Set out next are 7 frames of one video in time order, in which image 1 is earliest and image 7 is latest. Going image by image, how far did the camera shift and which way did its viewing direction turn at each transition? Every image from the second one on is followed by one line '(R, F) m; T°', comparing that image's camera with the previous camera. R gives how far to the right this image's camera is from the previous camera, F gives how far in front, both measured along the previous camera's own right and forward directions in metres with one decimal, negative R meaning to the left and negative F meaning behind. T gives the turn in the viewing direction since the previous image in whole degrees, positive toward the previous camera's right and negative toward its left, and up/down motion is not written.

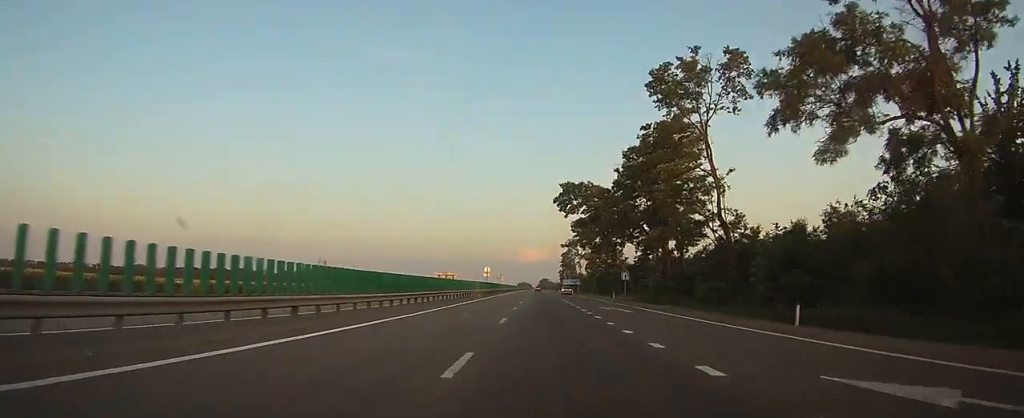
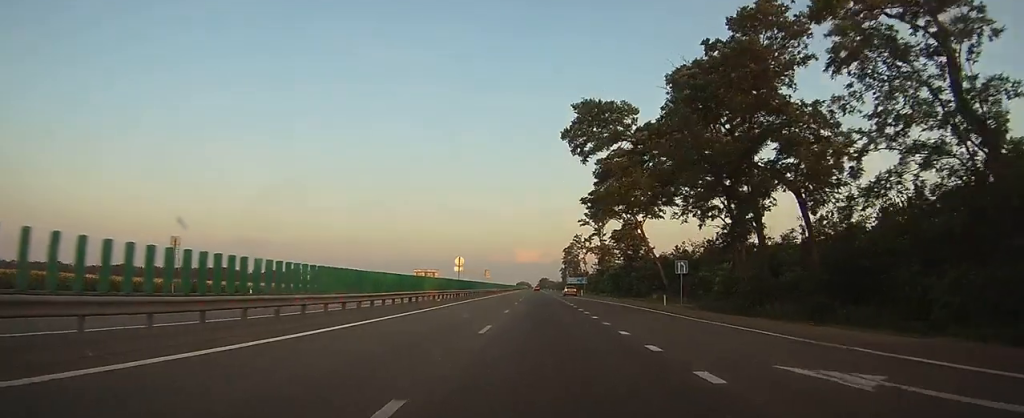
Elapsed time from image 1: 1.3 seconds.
(+0.1, +28.3) m; +1°
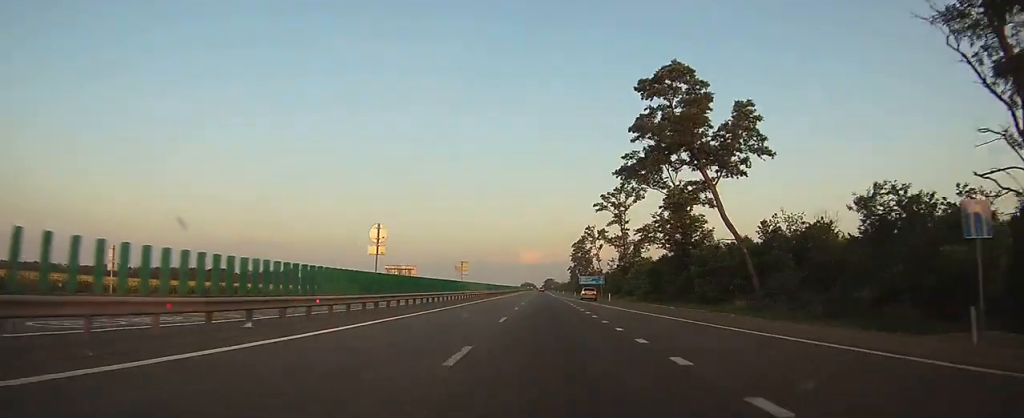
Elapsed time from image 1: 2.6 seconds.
(+0.1, +29.5) m; 0°
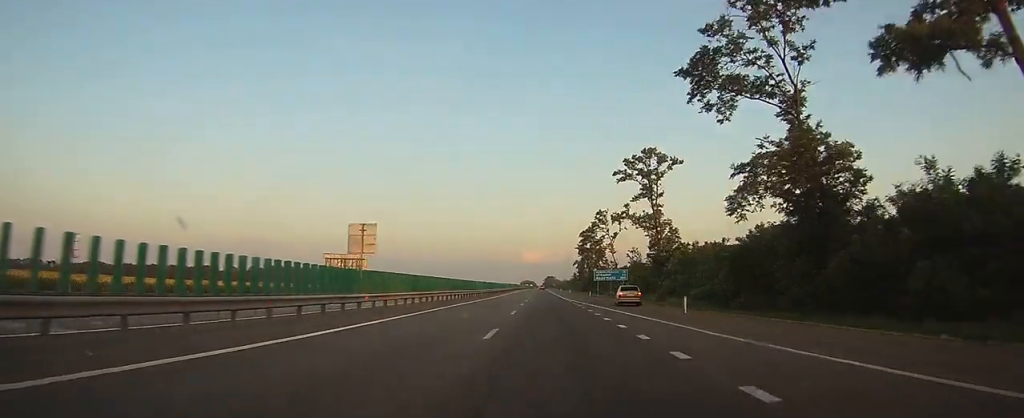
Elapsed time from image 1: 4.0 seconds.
(-0.3, +30.9) m; -1°
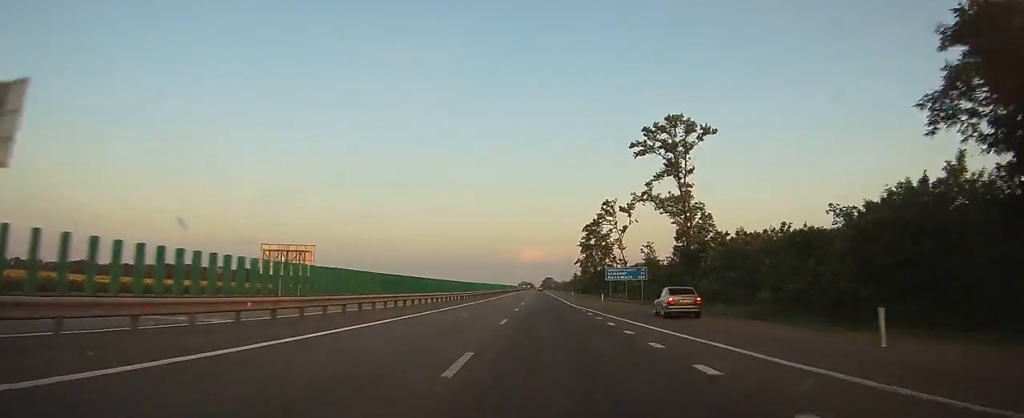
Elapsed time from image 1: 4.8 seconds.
(-0.1, +17.5) m; 0°
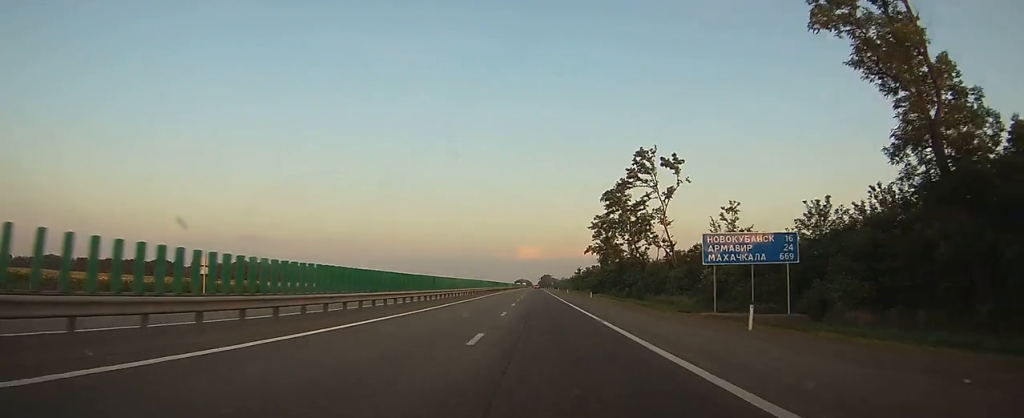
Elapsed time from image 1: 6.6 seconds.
(+0.1, +43.1) m; 0°
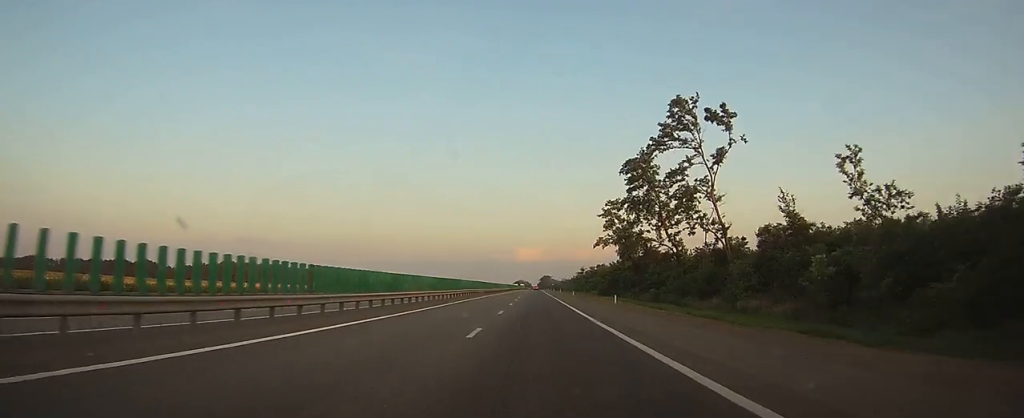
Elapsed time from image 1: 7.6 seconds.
(0.0, +21.9) m; 0°
